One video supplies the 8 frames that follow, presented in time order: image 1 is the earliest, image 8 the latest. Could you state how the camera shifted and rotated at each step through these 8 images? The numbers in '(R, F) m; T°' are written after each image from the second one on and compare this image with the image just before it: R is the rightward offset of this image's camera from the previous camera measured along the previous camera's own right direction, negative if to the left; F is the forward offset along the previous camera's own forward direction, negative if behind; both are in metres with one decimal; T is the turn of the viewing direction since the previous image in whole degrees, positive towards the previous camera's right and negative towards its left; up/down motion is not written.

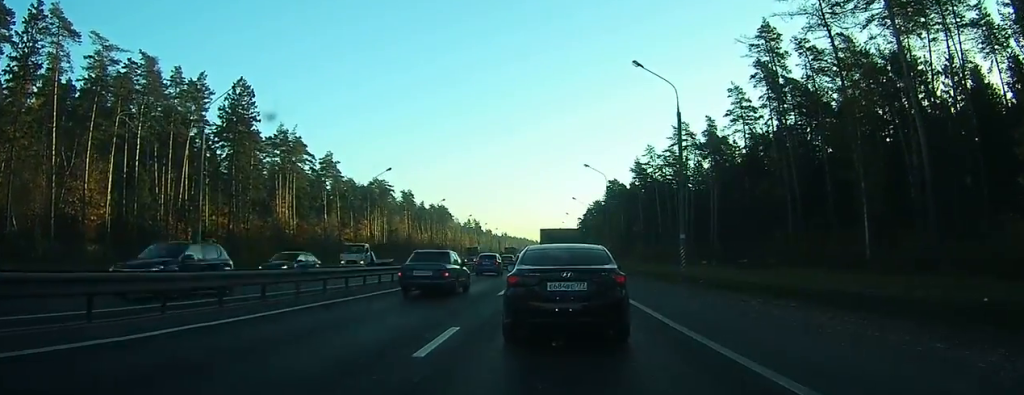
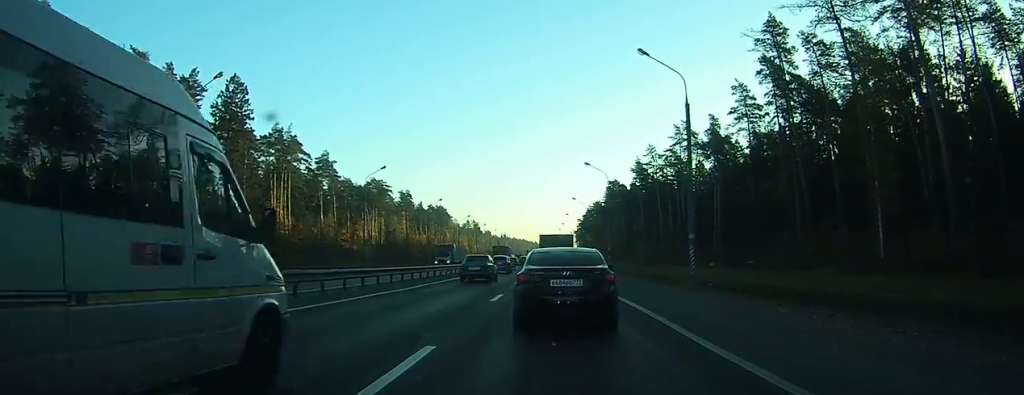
(0.0, +2.7) m; -2°
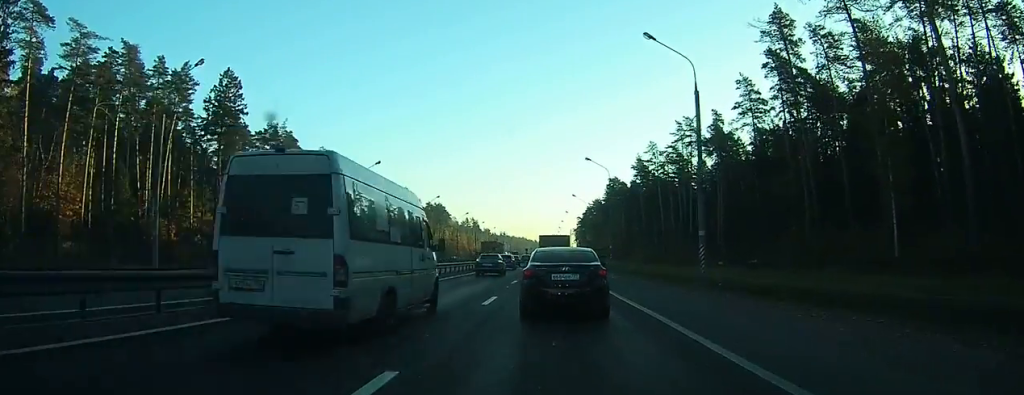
(0.0, +1.8) m; -2°
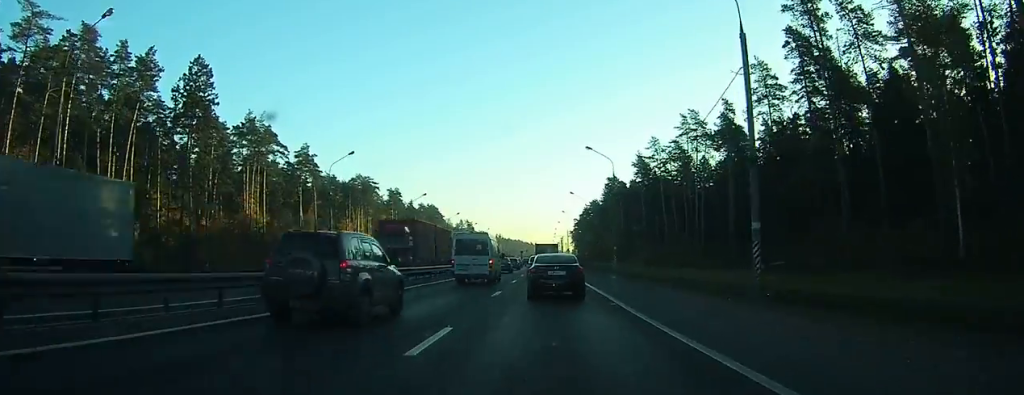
(-0.3, +8.2) m; -3°
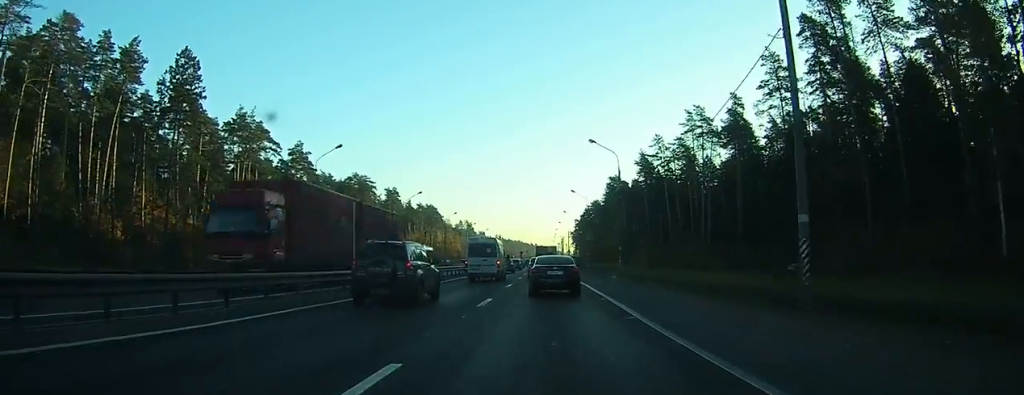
(0.0, +3.3) m; -1°
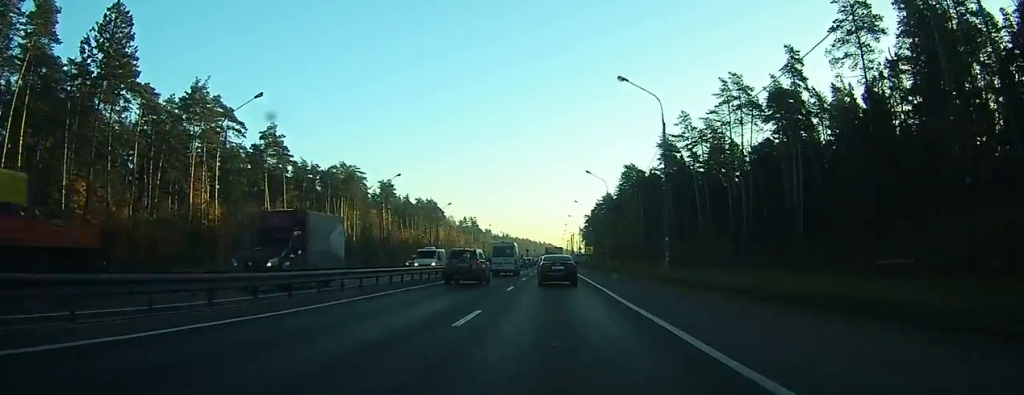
(-0.2, +16.7) m; 0°
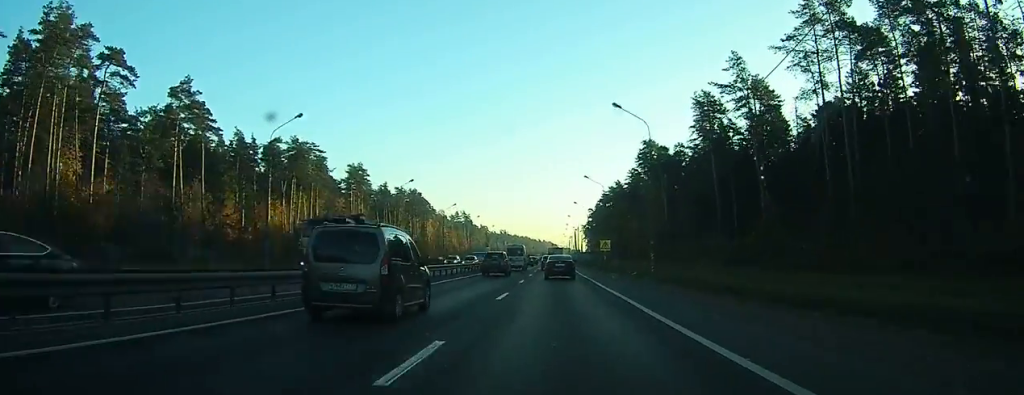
(+0.2, +28.9) m; +1°
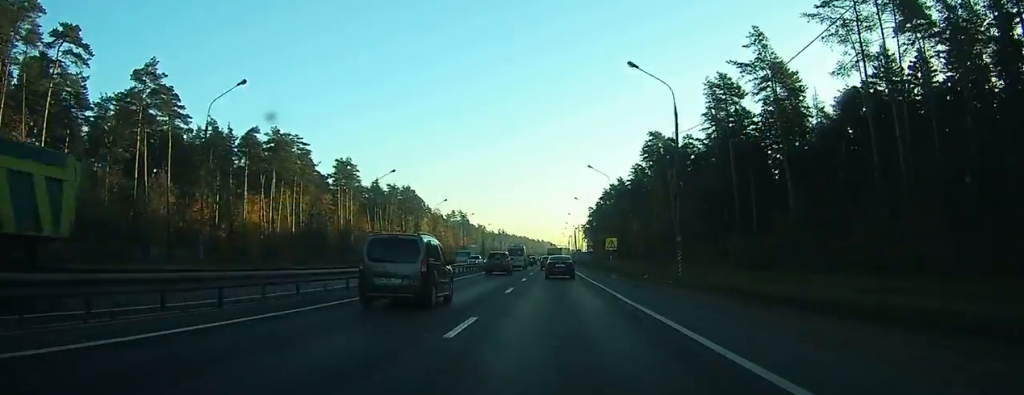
(0.0, +8.4) m; 0°
